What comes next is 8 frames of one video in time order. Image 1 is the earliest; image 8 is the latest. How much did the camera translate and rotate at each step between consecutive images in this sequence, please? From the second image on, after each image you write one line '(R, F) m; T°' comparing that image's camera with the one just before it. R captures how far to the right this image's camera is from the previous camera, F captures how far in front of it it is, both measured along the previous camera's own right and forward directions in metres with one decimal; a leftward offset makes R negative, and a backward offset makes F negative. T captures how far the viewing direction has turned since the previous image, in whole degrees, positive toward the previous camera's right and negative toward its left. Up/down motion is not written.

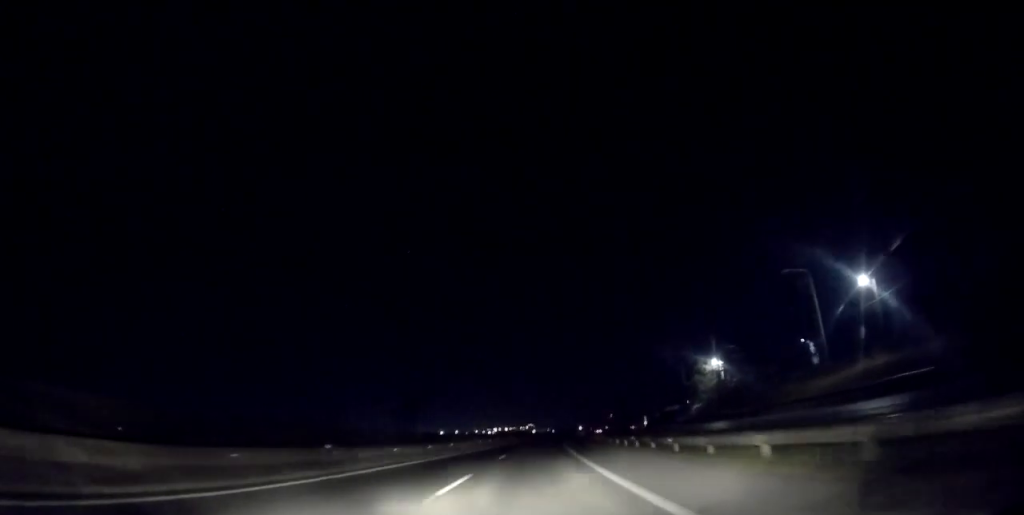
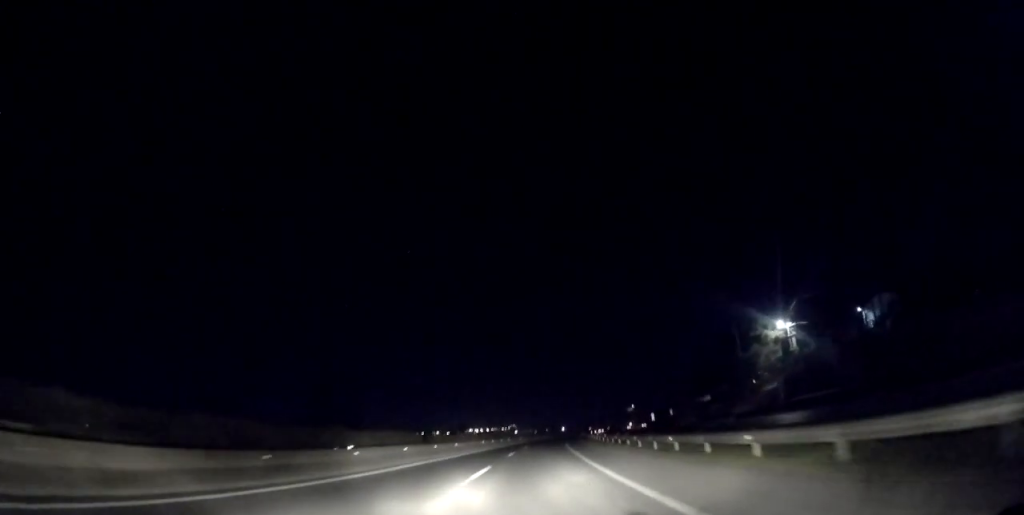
(-0.1, +31.7) m; 0°
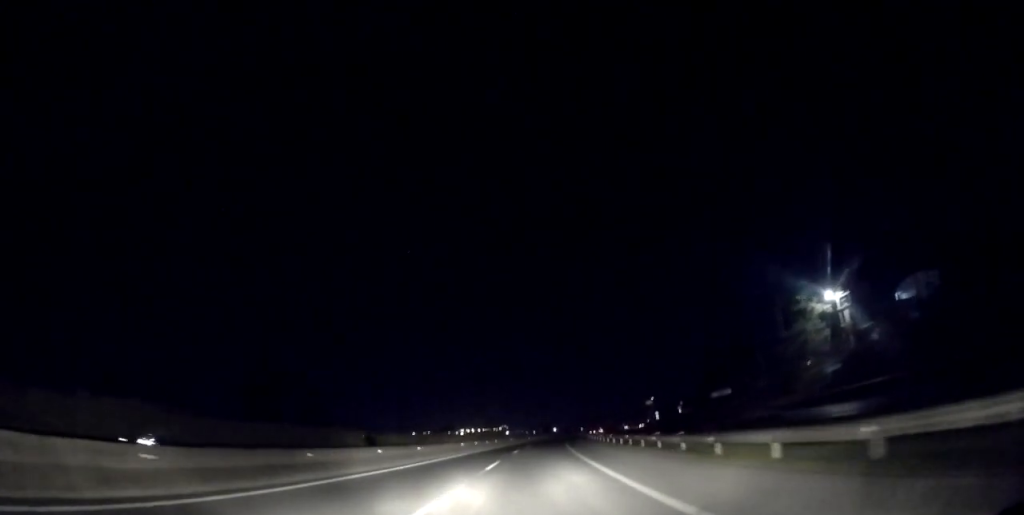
(0.0, +12.8) m; 0°
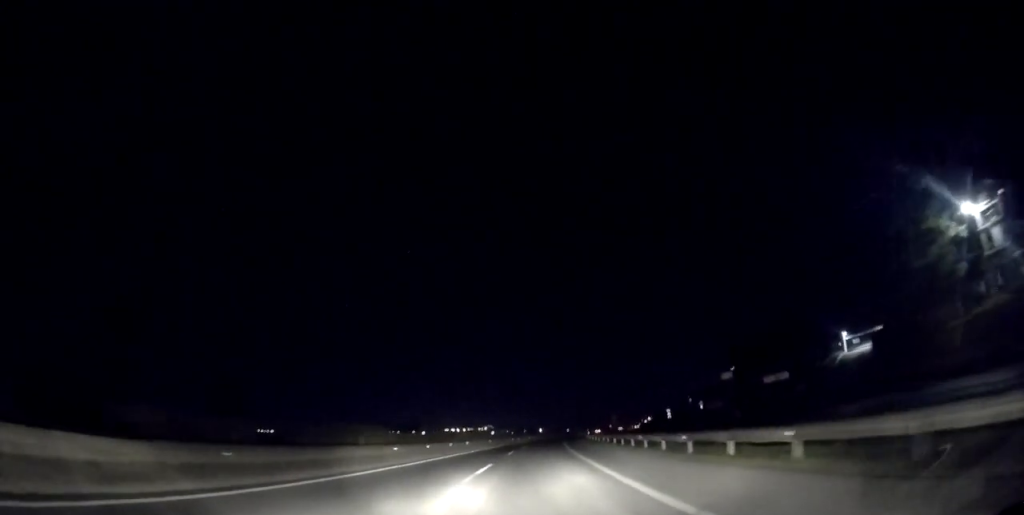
(+0.1, +20.8) m; +1°
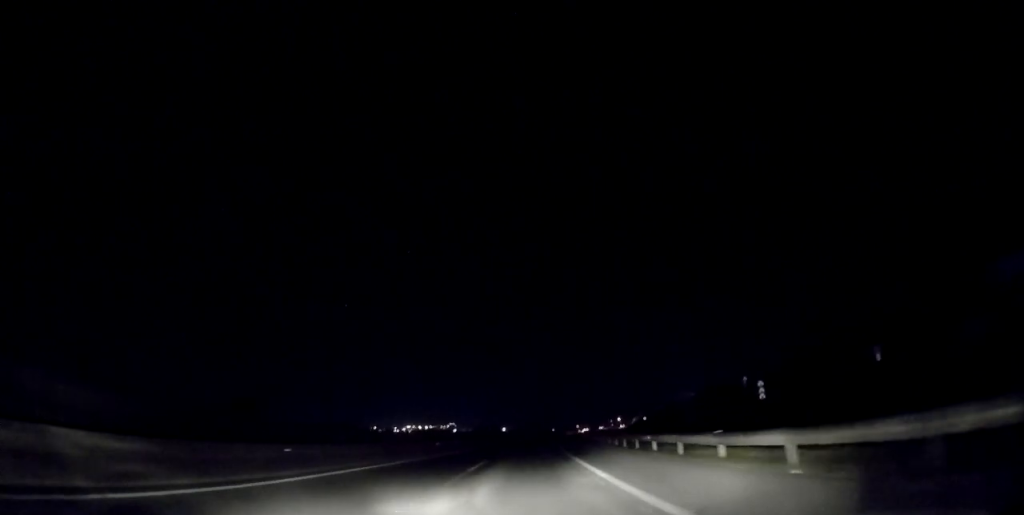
(+2.9, +51.9) m; +6°
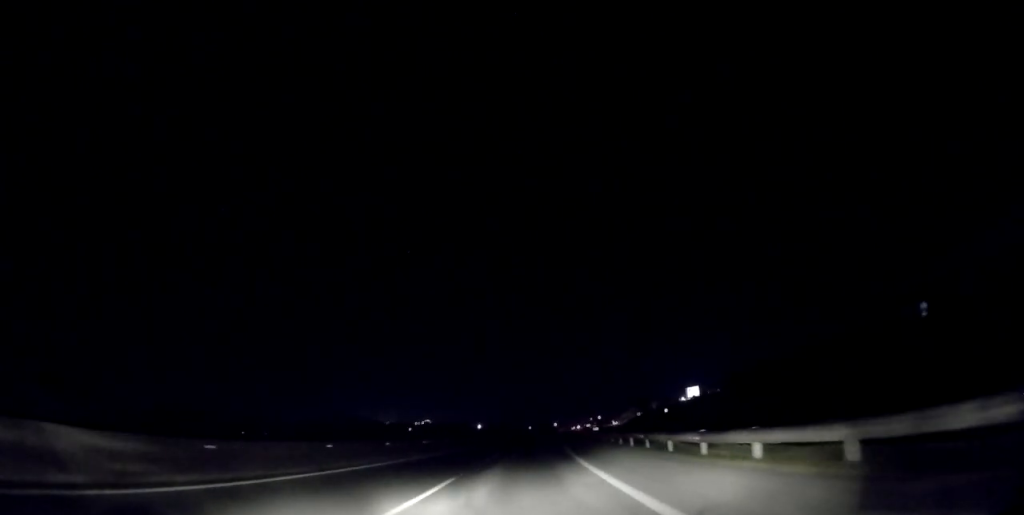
(+0.9, +45.6) m; +2°
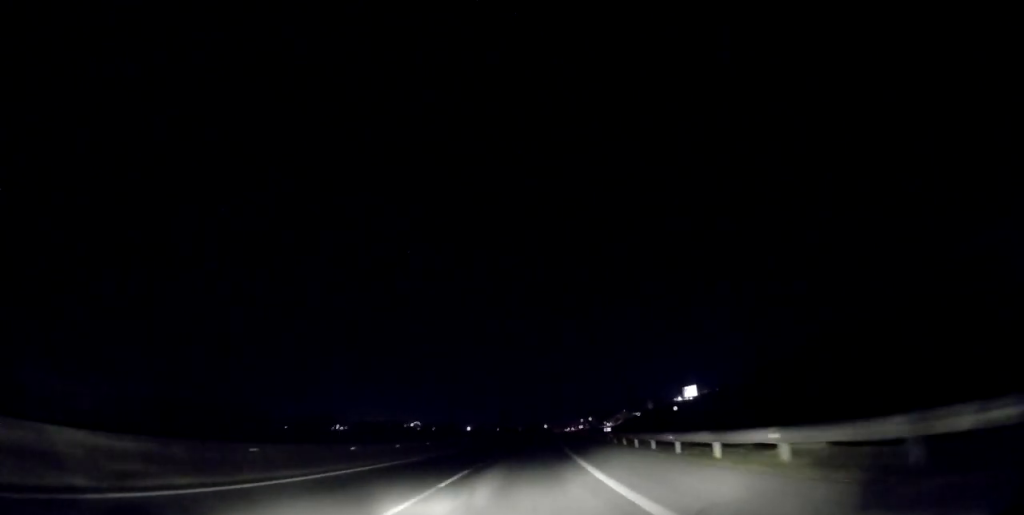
(0.0, +13.7) m; +1°
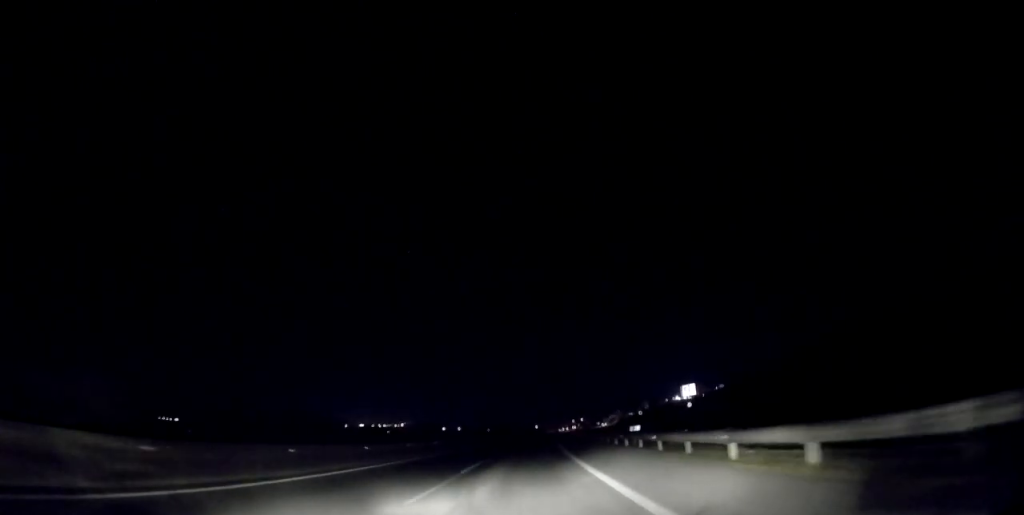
(+0.2, +13.2) m; 0°
